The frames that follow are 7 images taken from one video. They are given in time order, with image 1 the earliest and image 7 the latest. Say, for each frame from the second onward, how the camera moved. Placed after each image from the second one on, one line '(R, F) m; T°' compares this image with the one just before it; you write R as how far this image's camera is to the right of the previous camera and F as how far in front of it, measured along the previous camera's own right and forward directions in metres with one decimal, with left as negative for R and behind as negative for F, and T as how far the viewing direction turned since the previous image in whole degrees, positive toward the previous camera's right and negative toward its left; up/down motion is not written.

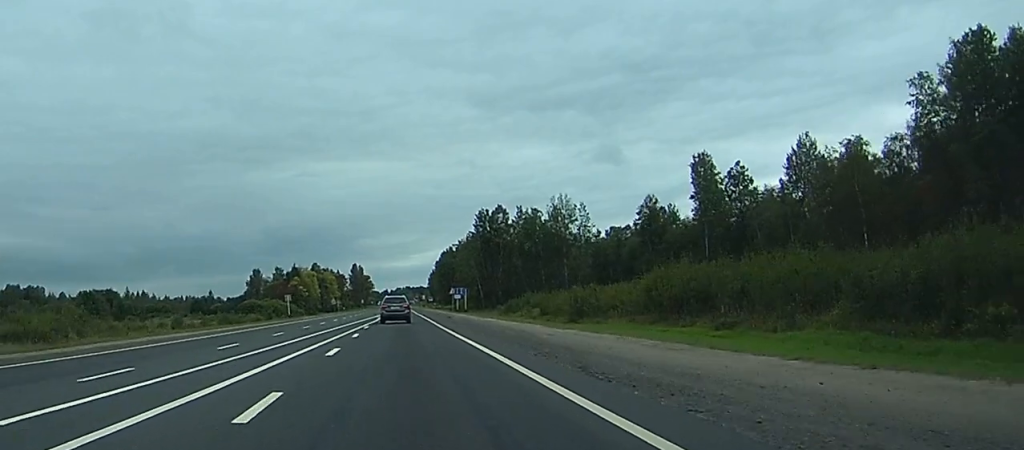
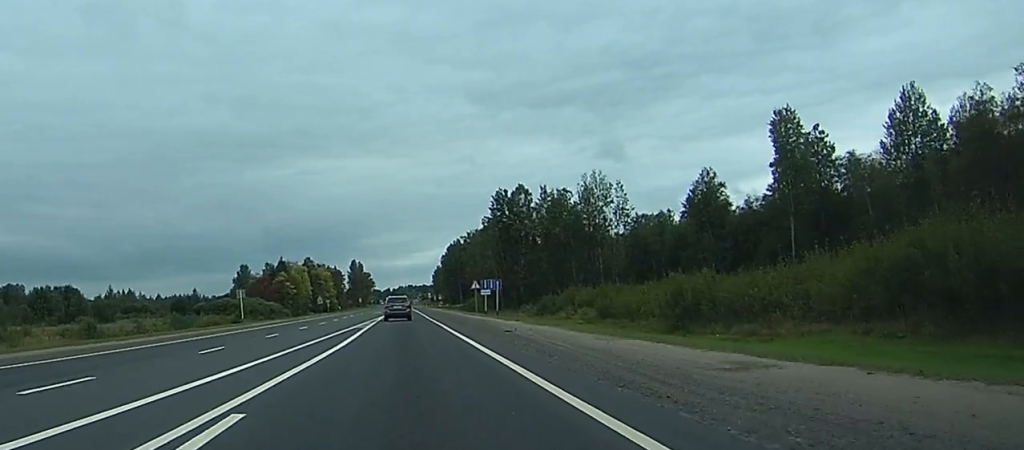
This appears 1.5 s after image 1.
(-0.2, +38.2) m; 0°
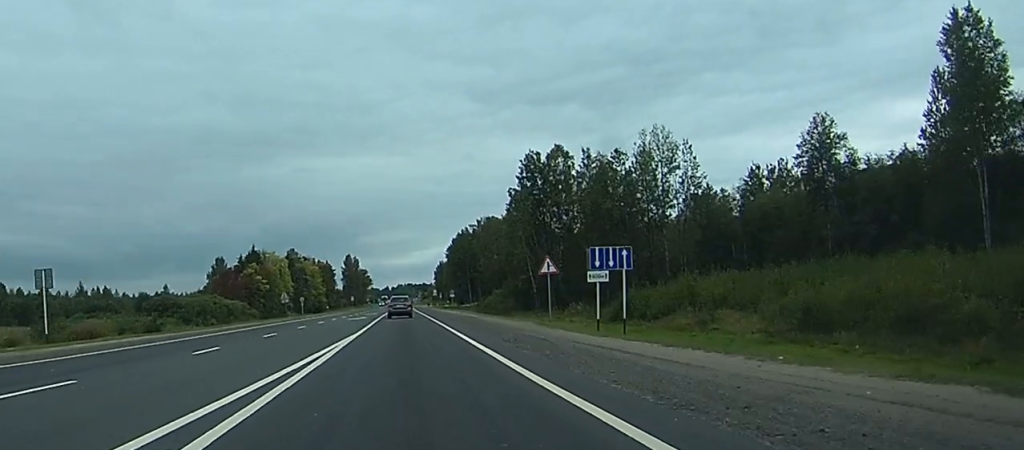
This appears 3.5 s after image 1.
(0.0, +48.6) m; 0°
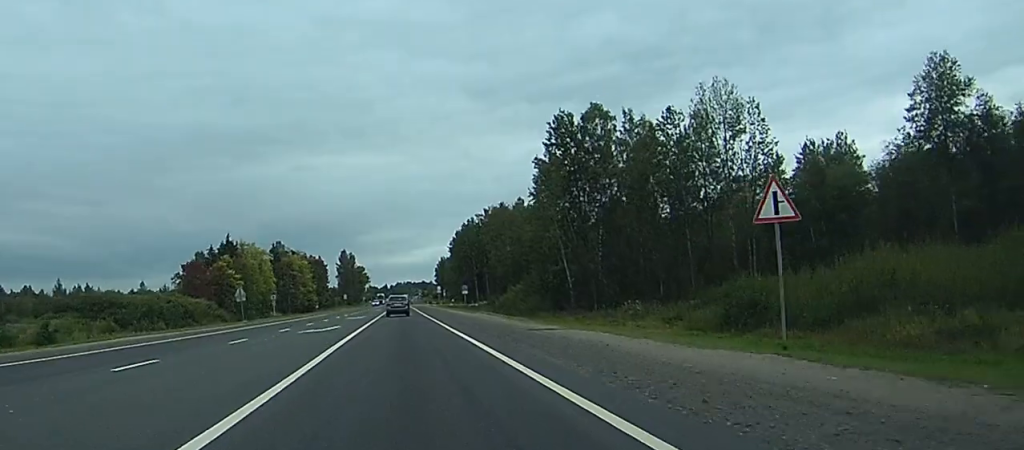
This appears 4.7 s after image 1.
(-0.1, +30.5) m; 0°
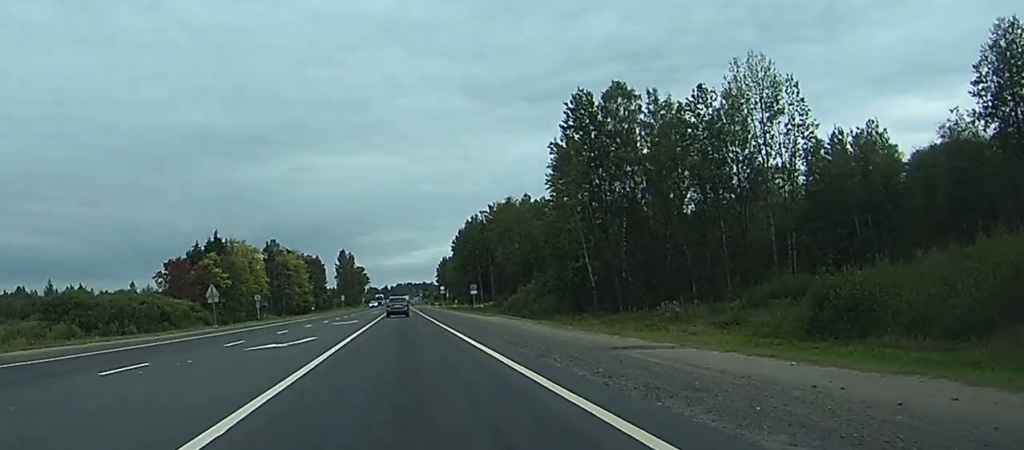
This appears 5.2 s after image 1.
(0.0, +12.8) m; 0°
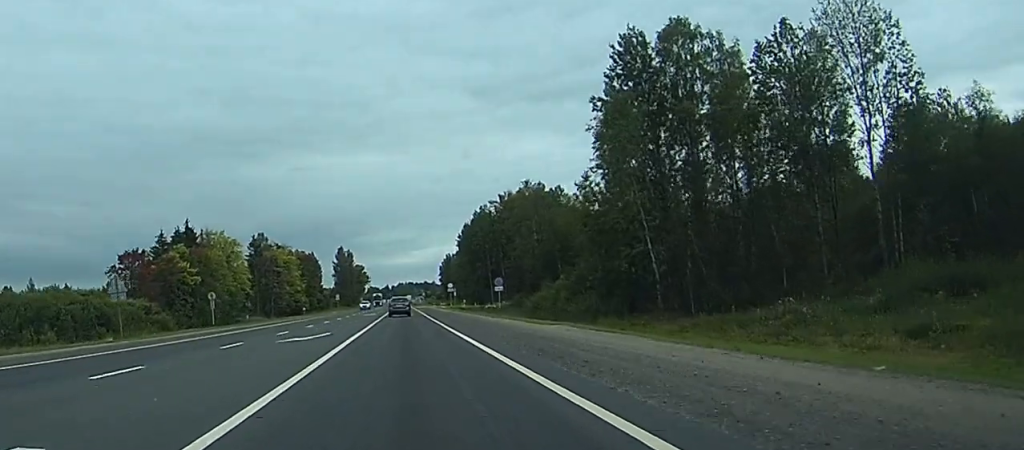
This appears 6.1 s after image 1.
(+0.1, +24.8) m; 0°
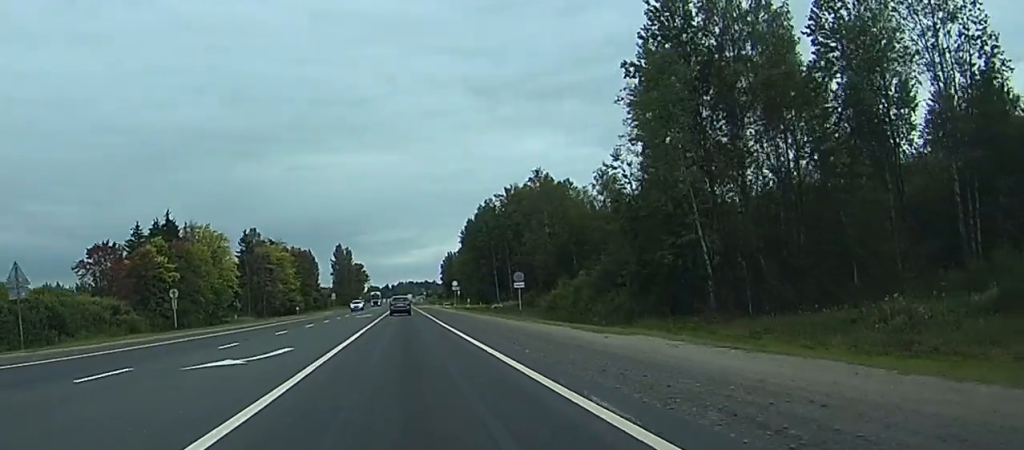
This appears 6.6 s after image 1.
(0.0, +12.8) m; 0°
